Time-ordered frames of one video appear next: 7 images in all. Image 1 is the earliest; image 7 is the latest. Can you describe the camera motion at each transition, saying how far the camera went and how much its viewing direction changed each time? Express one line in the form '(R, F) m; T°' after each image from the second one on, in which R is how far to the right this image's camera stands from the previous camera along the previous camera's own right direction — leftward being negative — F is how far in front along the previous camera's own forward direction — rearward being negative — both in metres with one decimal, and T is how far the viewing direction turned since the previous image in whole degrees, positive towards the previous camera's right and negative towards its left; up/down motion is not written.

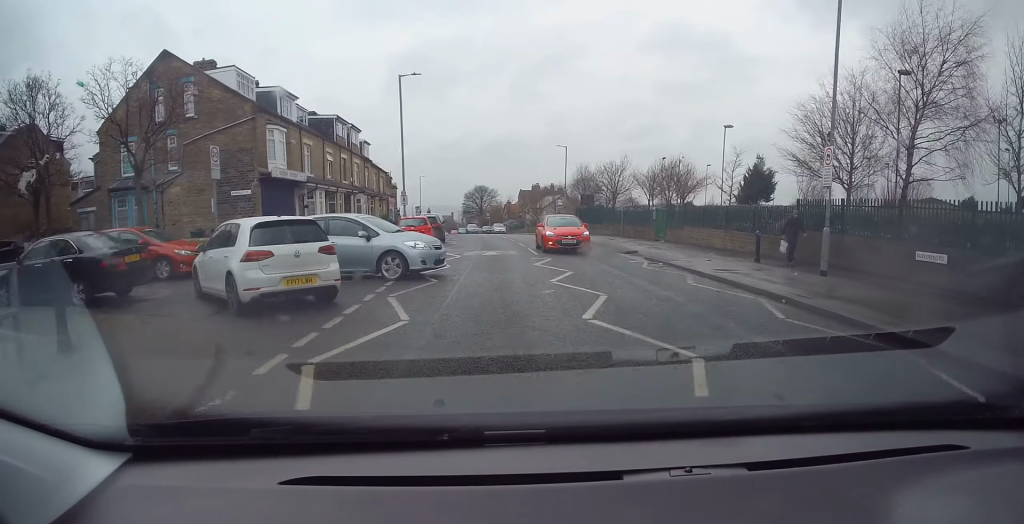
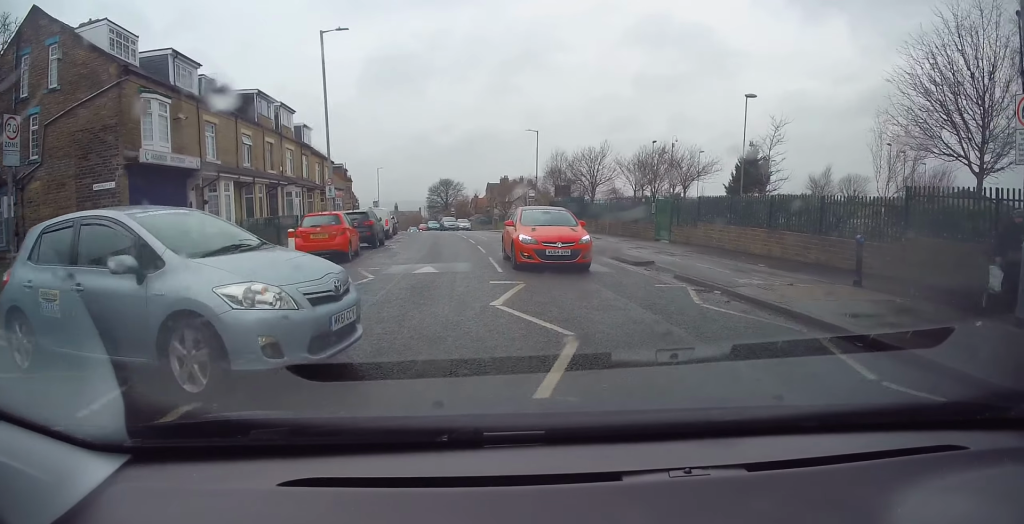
(+0.6, +7.1) m; +4°
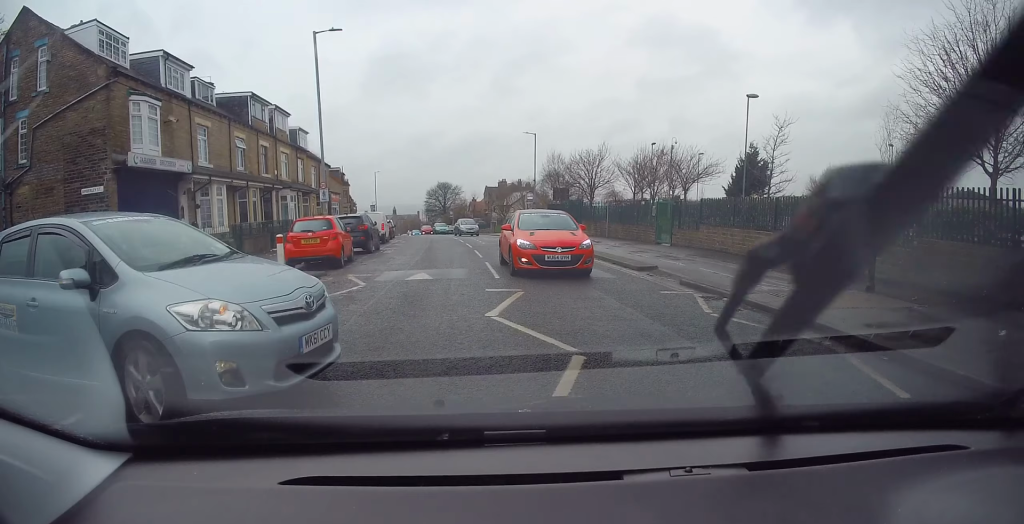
(-0.4, +1.2) m; 0°
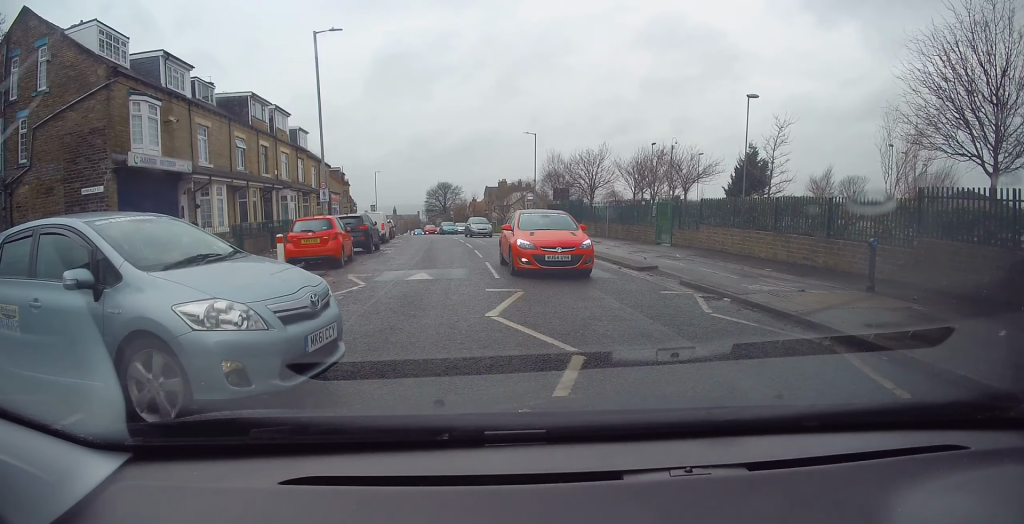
(0.0, 0.0) m; 0°
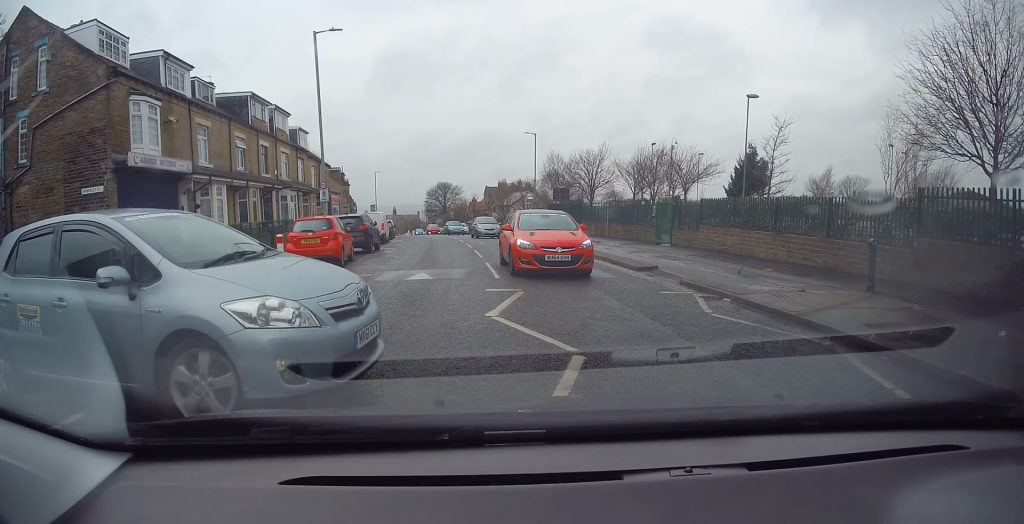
(0.0, 0.0) m; 0°
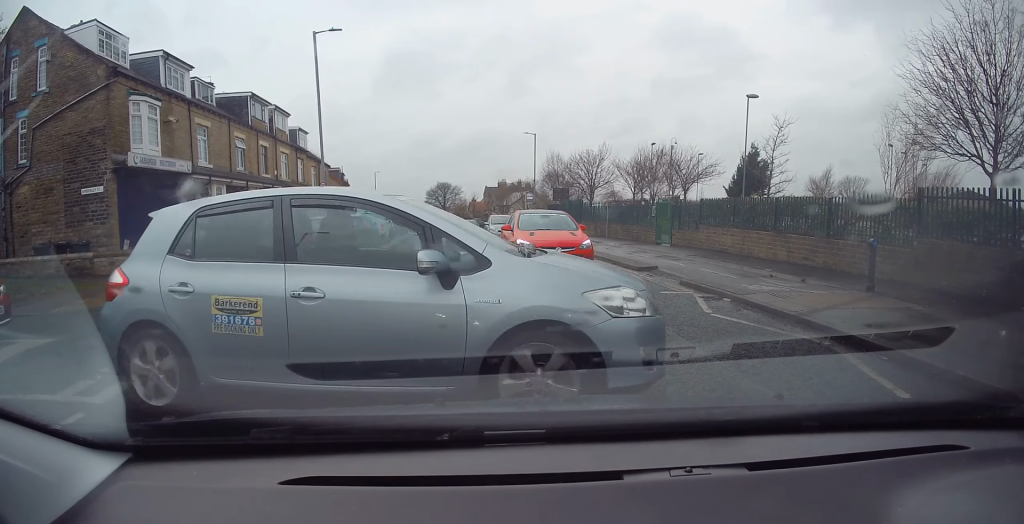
(0.0, 0.0) m; 0°
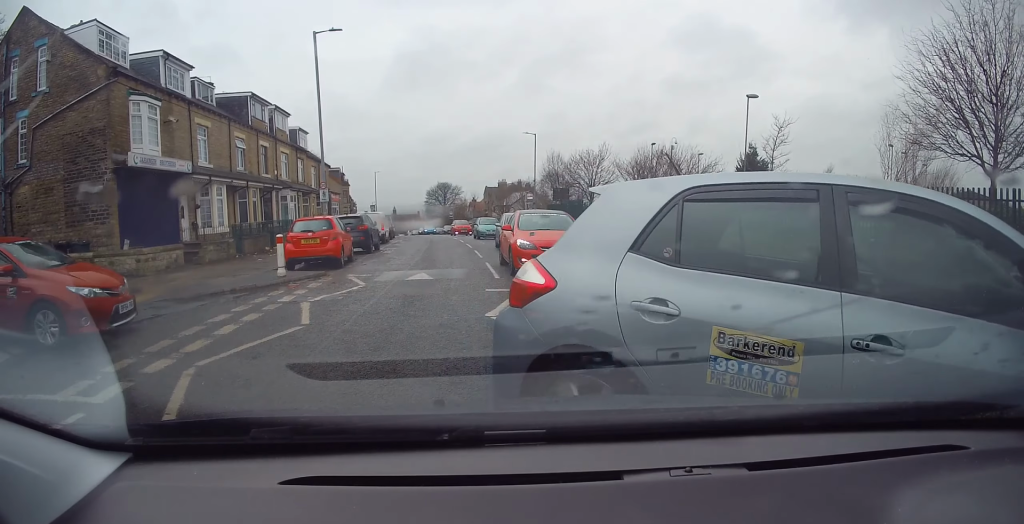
(0.0, 0.0) m; 0°
